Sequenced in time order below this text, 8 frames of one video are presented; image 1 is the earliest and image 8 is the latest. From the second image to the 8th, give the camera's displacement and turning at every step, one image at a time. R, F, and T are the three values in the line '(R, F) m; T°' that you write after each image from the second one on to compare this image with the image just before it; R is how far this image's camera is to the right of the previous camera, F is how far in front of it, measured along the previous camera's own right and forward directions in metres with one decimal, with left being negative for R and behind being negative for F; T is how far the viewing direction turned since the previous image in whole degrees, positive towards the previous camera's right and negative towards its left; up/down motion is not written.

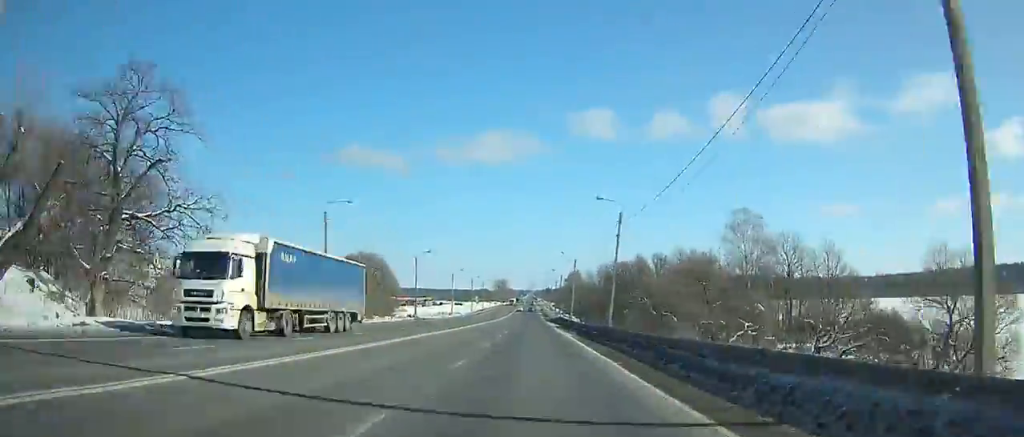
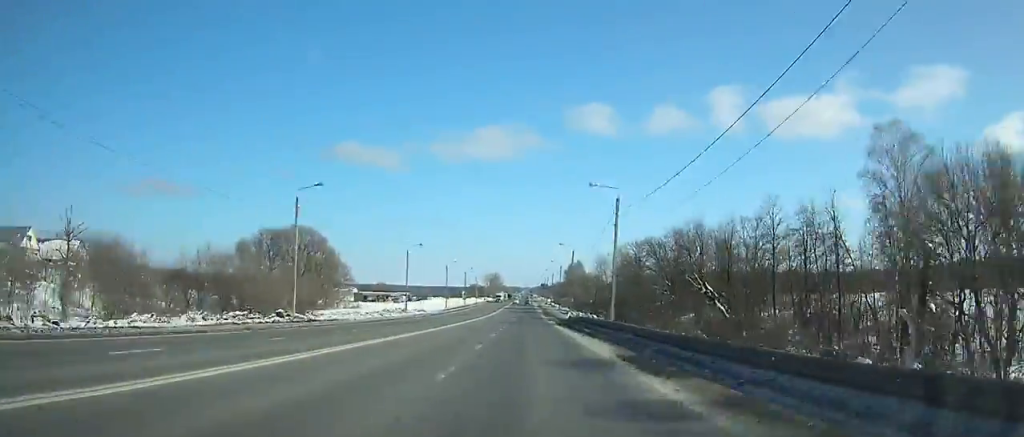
(0.0, +43.2) m; 0°
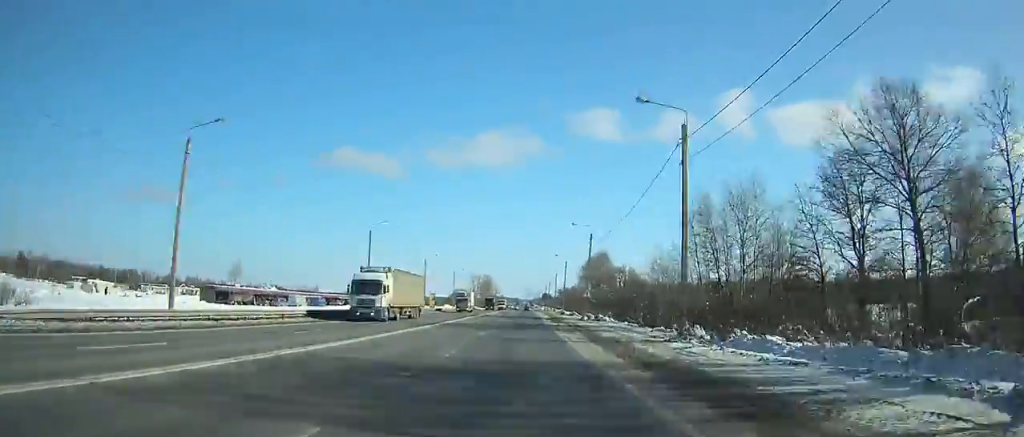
(+0.3, +93.6) m; 0°
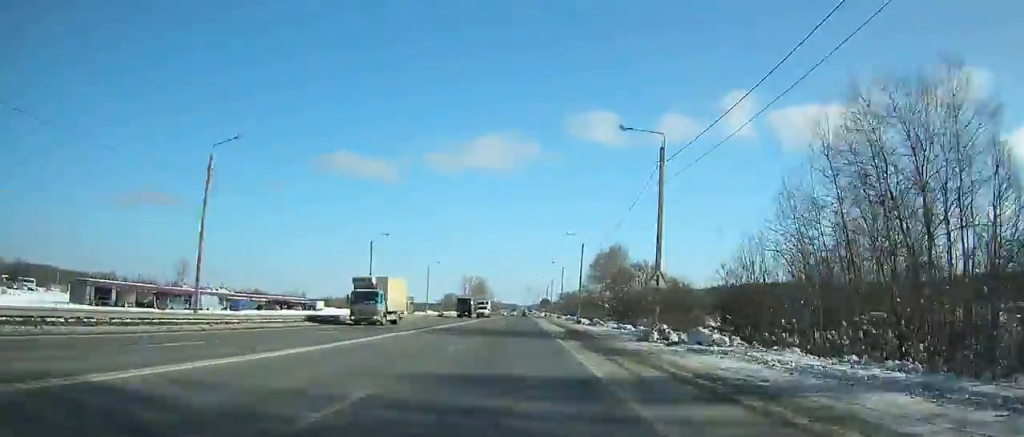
(+0.1, +33.1) m; 0°
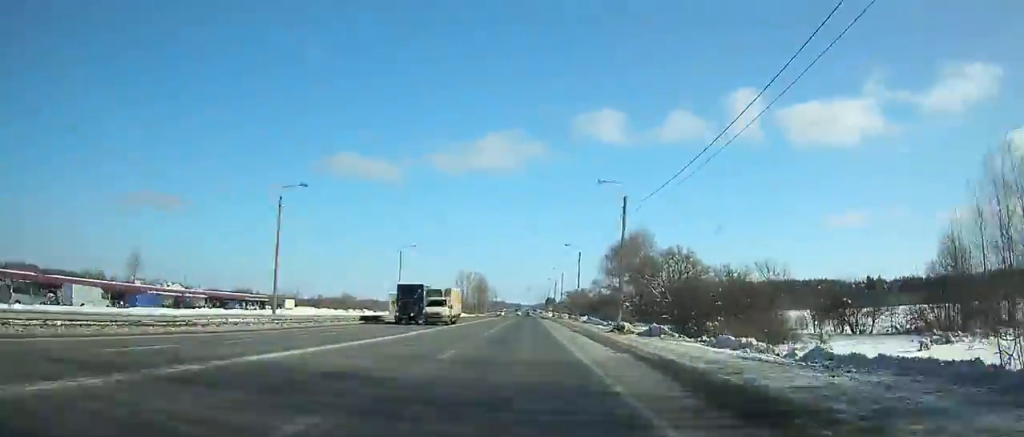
(-0.1, +26.2) m; 0°
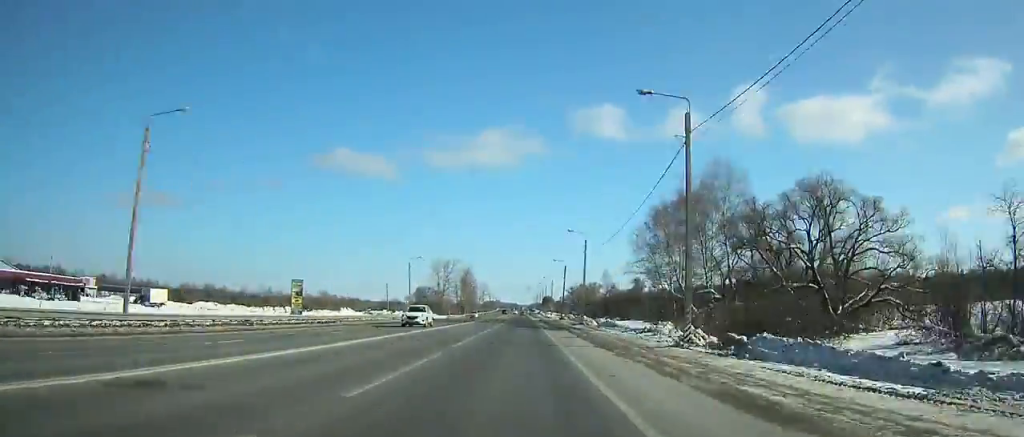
(-0.1, +54.6) m; 0°
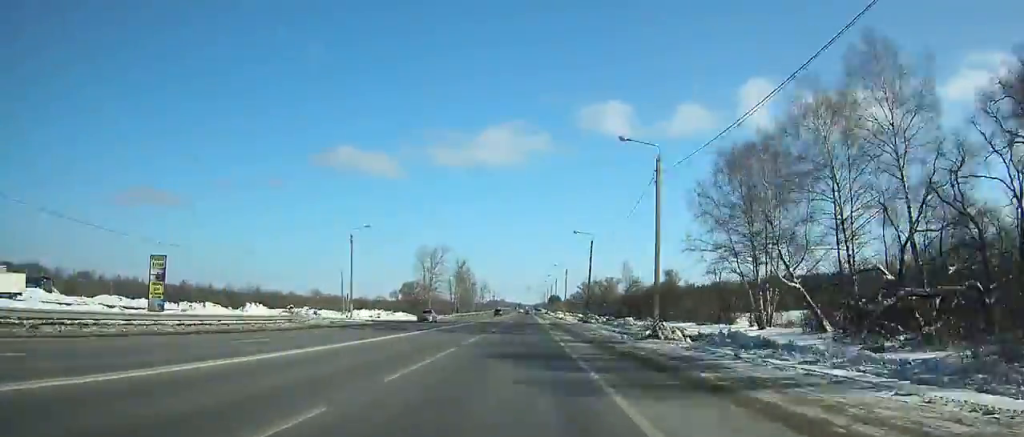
(0.0, +34.9) m; 0°
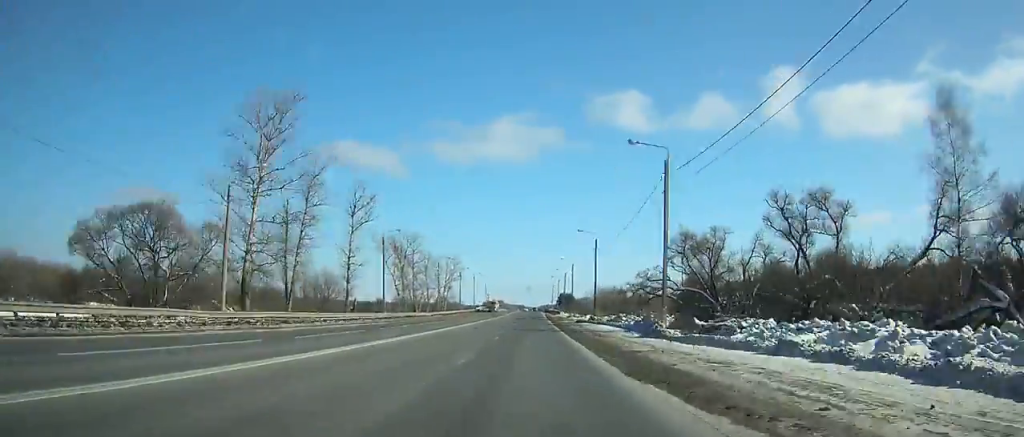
(+0.2, +142.5) m; 0°
